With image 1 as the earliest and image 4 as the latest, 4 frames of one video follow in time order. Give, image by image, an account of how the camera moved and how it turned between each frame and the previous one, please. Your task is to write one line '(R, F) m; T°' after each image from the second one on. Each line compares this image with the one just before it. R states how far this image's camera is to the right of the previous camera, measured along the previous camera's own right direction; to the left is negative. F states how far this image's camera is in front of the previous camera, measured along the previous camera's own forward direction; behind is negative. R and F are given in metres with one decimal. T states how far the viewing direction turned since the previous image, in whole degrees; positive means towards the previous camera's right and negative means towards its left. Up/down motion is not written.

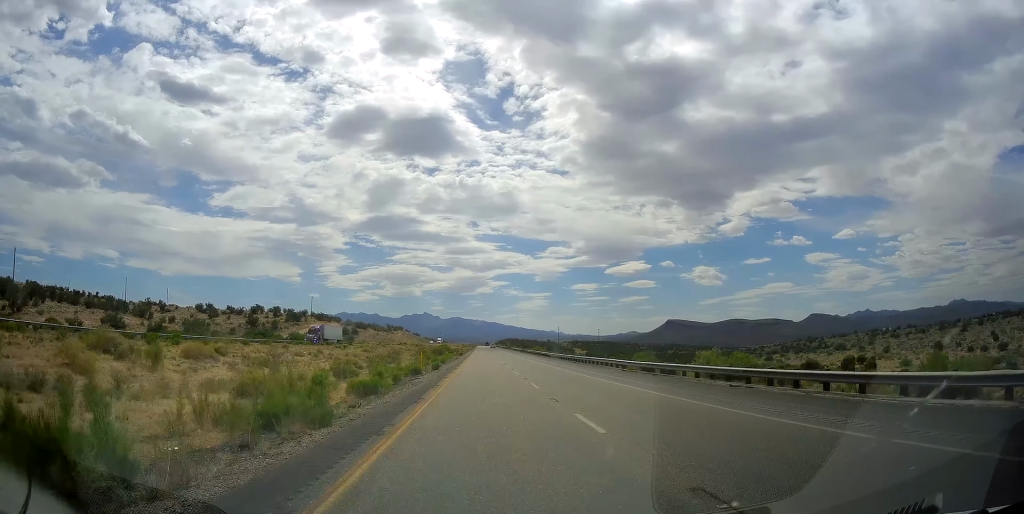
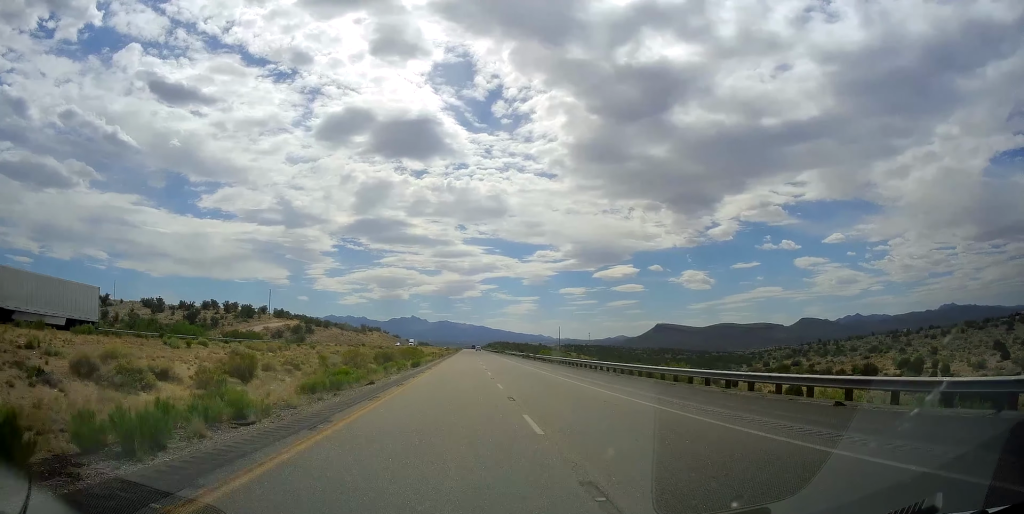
(+0.5, +48.6) m; +2°
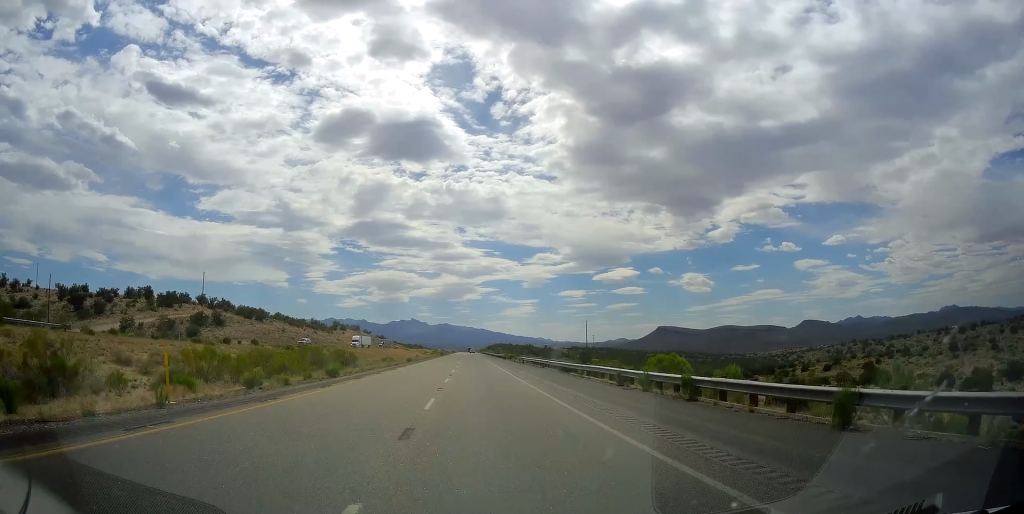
(-0.1, +69.5) m; 0°
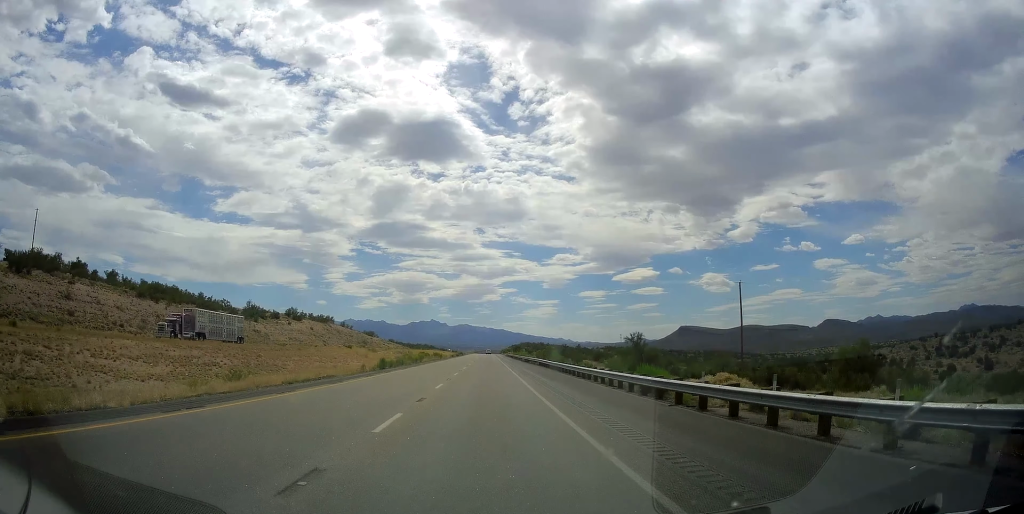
(-0.7, +101.7) m; -1°
